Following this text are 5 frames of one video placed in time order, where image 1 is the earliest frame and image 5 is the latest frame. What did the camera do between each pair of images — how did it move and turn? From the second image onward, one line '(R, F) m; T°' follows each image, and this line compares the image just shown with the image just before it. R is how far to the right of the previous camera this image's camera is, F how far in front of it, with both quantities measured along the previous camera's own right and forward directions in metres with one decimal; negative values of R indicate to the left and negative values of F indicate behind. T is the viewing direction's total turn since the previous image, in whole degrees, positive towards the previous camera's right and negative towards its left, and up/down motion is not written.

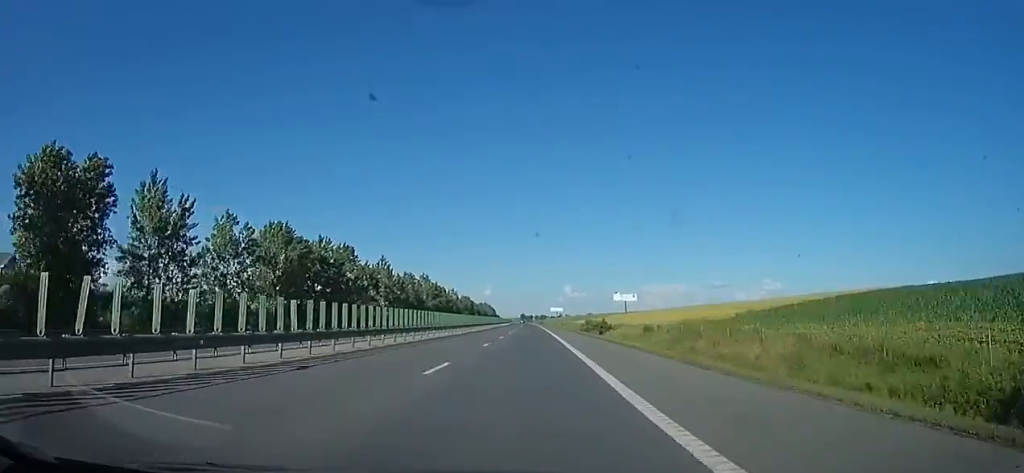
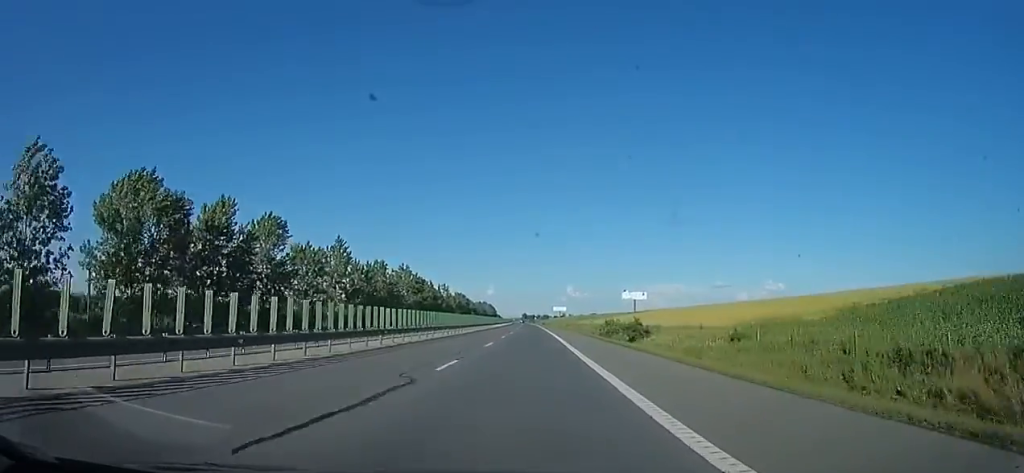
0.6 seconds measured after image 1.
(+0.2, +25.3) m; +1°
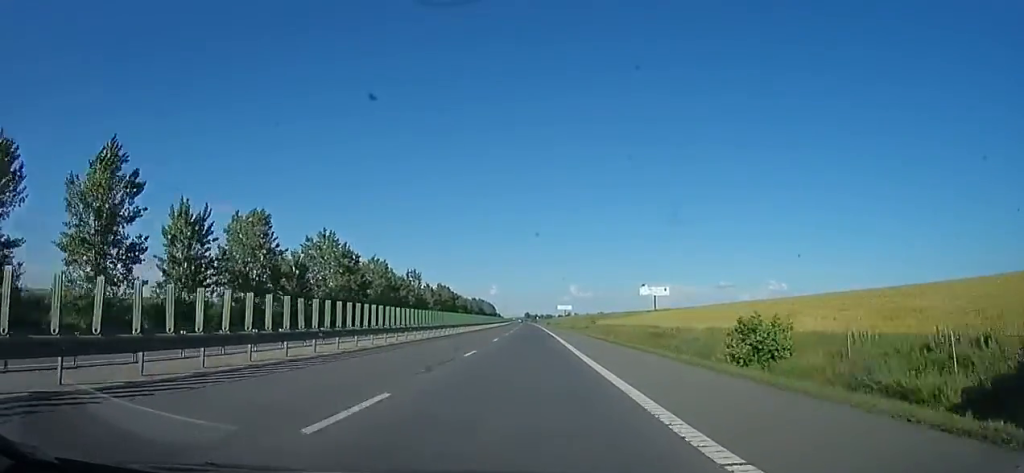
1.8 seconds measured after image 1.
(+0.4, +46.8) m; 0°
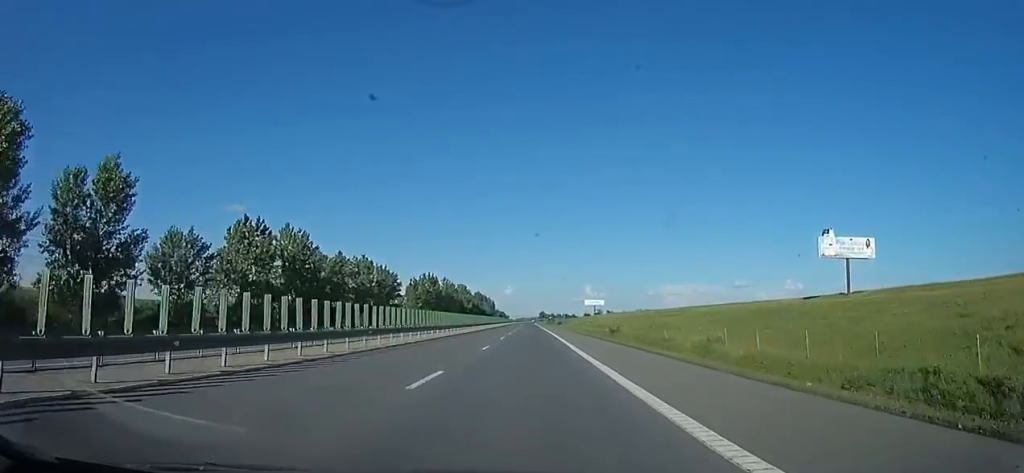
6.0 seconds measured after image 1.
(-3.2, +151.9) m; -2°
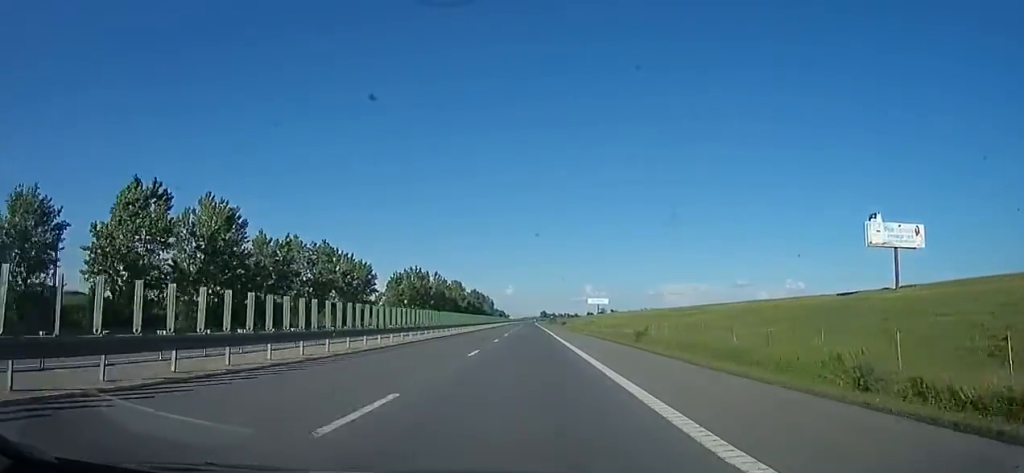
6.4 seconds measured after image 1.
(0.0, +15.4) m; 0°
